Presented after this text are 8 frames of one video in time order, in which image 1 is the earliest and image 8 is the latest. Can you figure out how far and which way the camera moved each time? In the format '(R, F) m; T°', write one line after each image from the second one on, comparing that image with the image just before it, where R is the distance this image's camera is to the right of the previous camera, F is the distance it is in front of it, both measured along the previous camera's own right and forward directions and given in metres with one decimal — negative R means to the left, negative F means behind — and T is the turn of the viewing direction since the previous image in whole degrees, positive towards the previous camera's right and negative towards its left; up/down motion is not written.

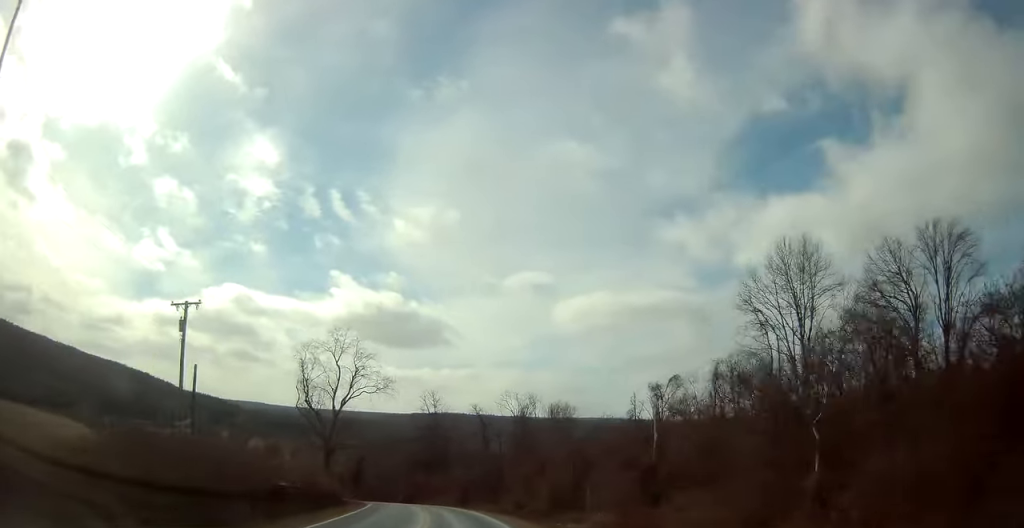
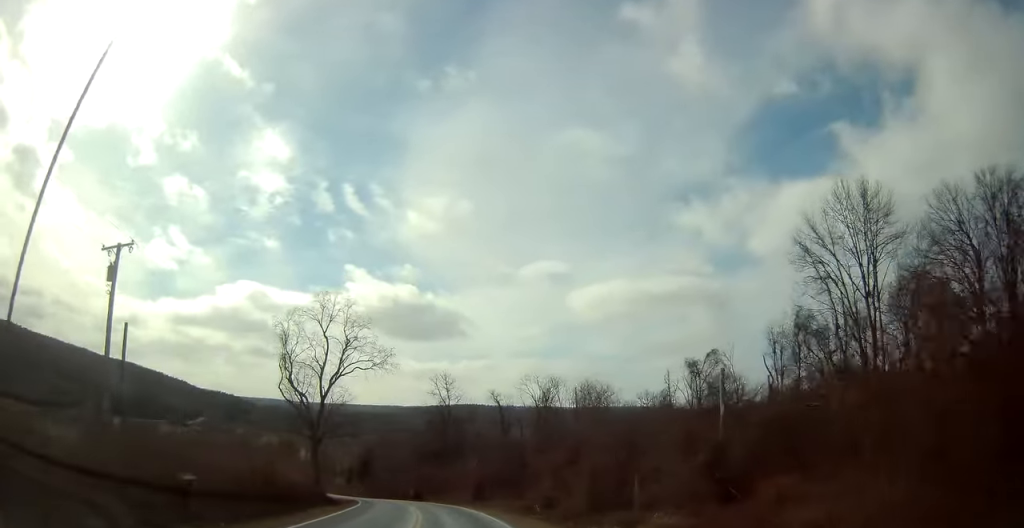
(-0.1, +10.0) m; -1°
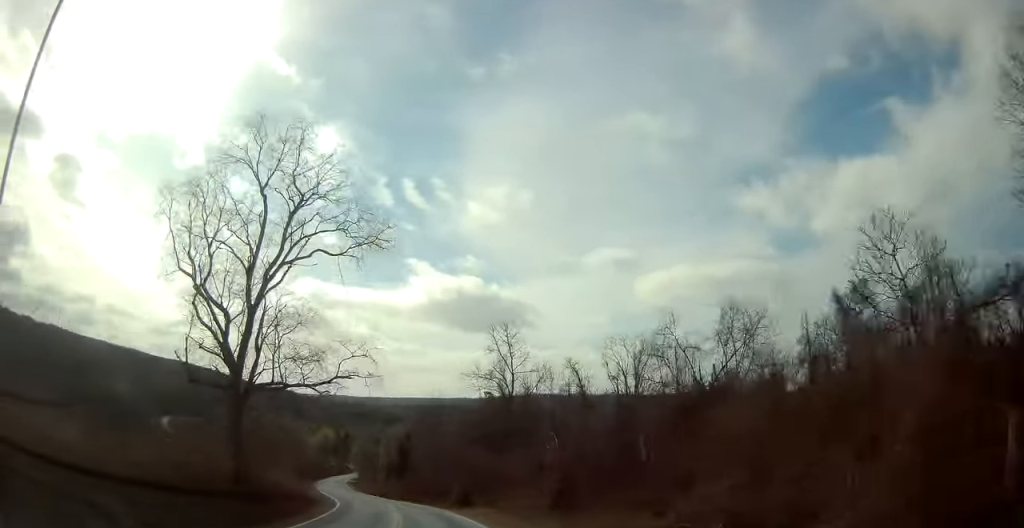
(-0.8, +25.1) m; -4°
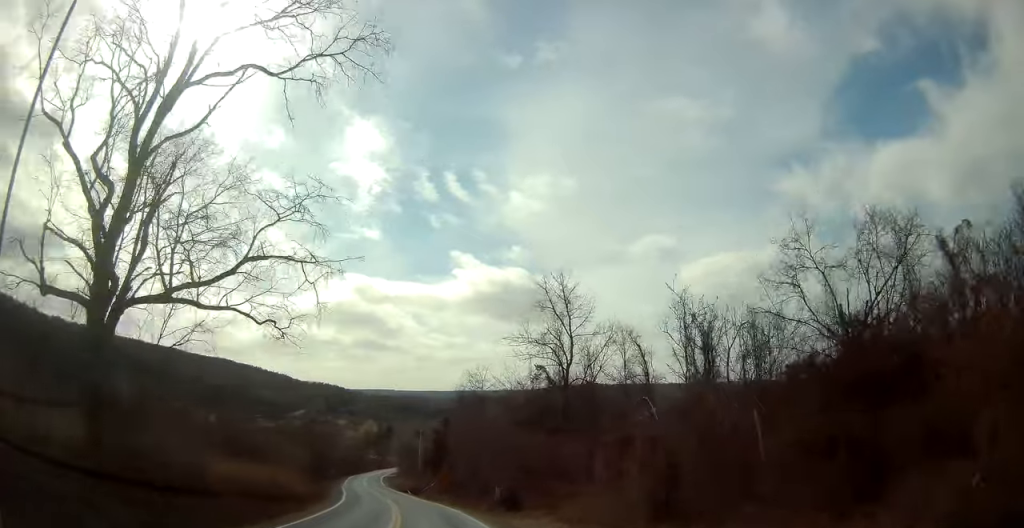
(-0.1, +12.1) m; -3°
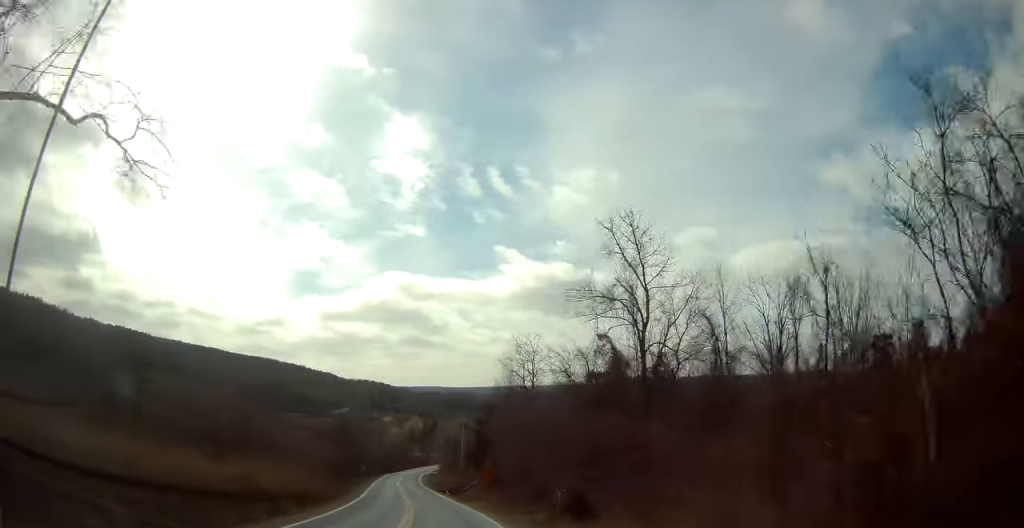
(-0.4, +10.3) m; -4°
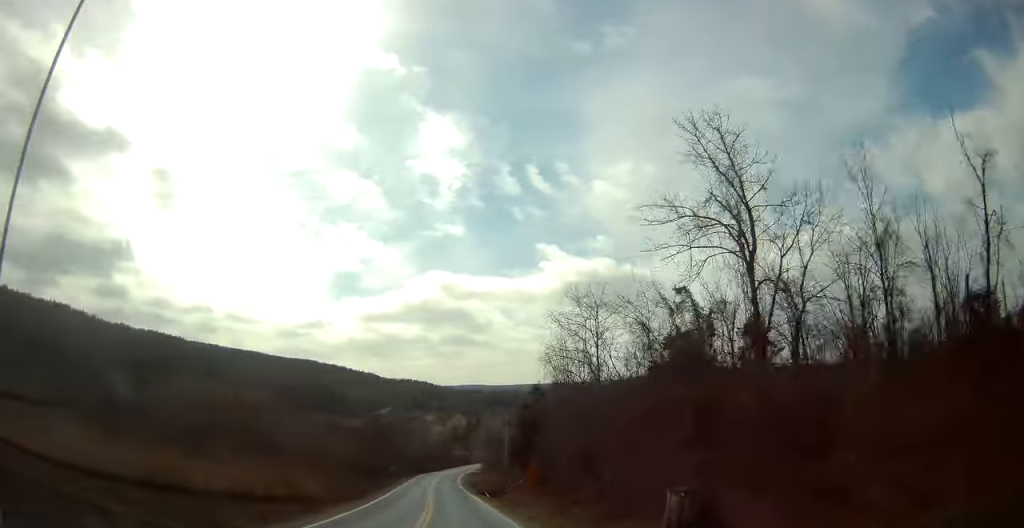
(0.0, +10.3) m; -4°
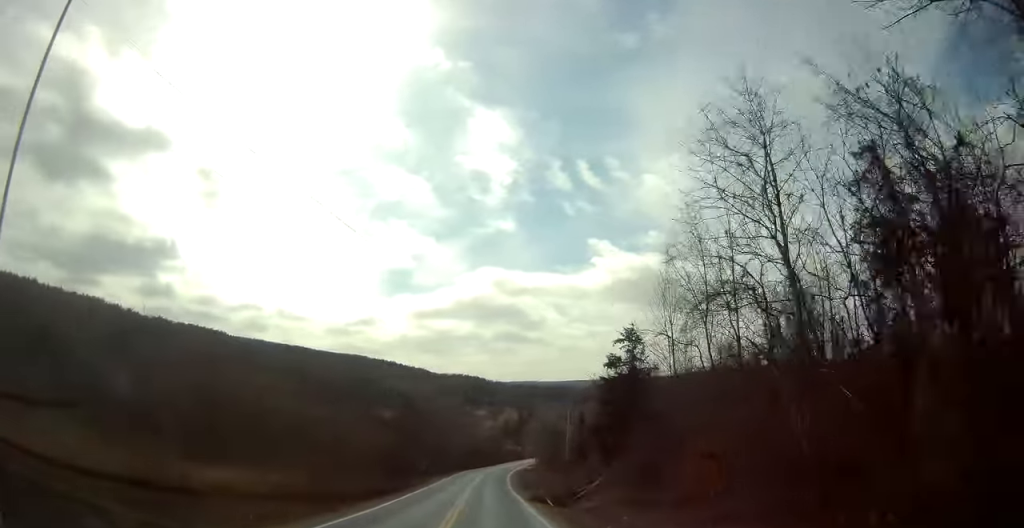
(-1.1, +15.6) m; -7°
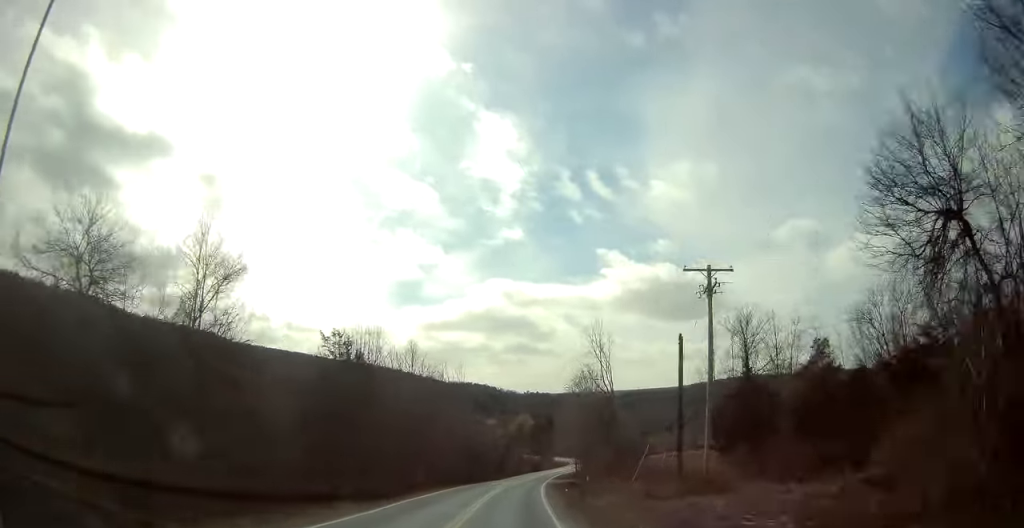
(-3.0, +42.1) m; -7°
